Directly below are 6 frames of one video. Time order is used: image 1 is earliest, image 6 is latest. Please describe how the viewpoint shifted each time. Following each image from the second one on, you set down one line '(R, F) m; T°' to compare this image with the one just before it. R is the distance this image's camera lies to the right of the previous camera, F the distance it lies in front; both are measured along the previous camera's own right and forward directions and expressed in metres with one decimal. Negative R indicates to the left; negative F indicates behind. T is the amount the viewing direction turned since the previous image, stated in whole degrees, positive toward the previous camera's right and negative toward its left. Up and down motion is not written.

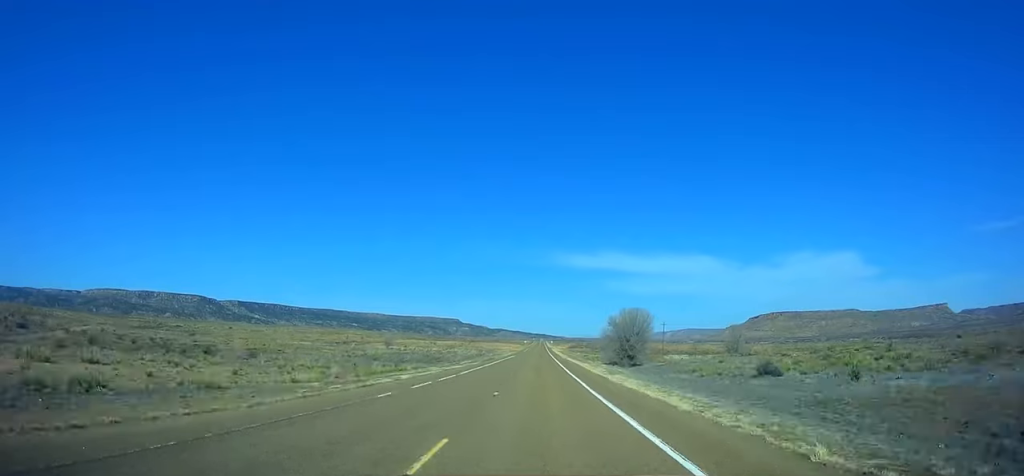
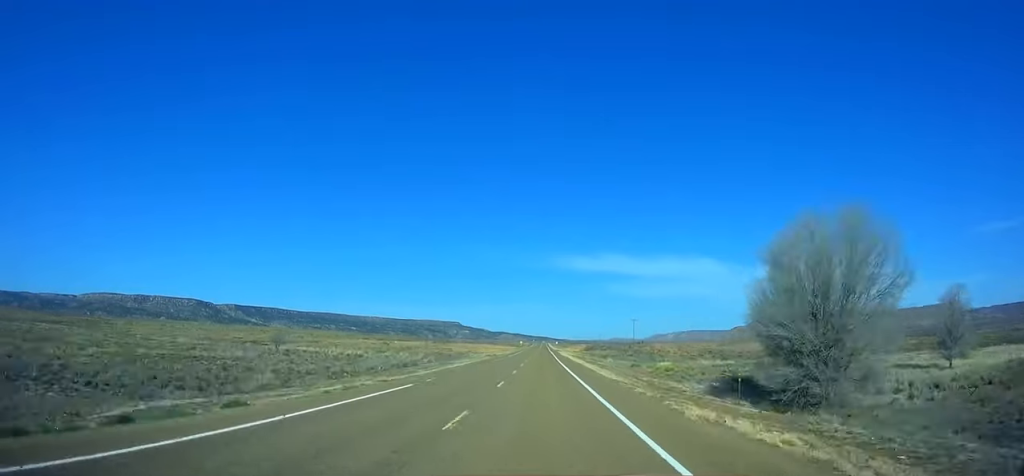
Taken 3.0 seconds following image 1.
(-0.1, +82.4) m; 0°
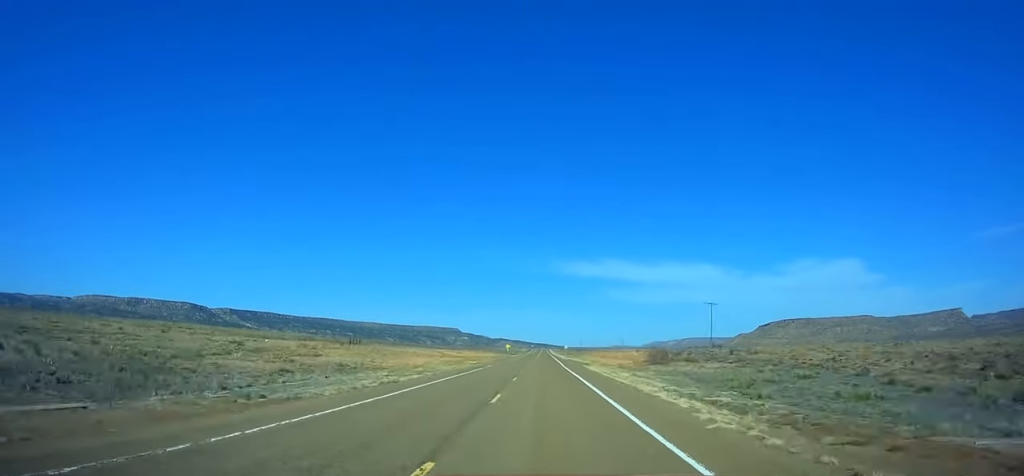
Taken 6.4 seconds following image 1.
(-0.2, +93.3) m; 0°
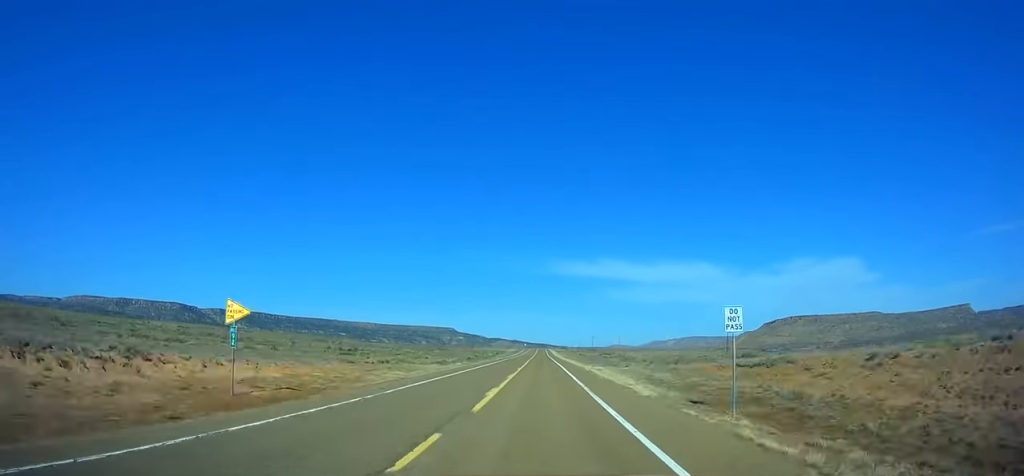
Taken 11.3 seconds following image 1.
(+0.7, +133.9) m; 0°
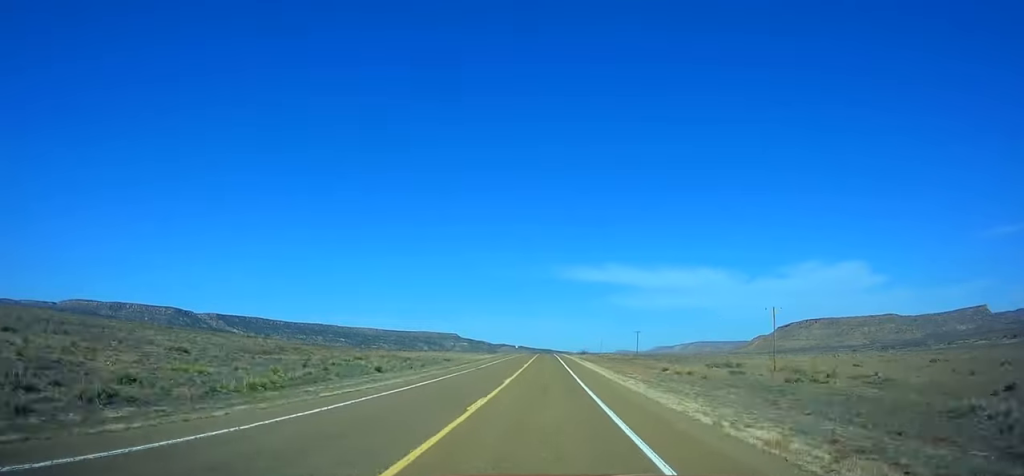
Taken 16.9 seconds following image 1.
(-0.6, +153.1) m; 0°
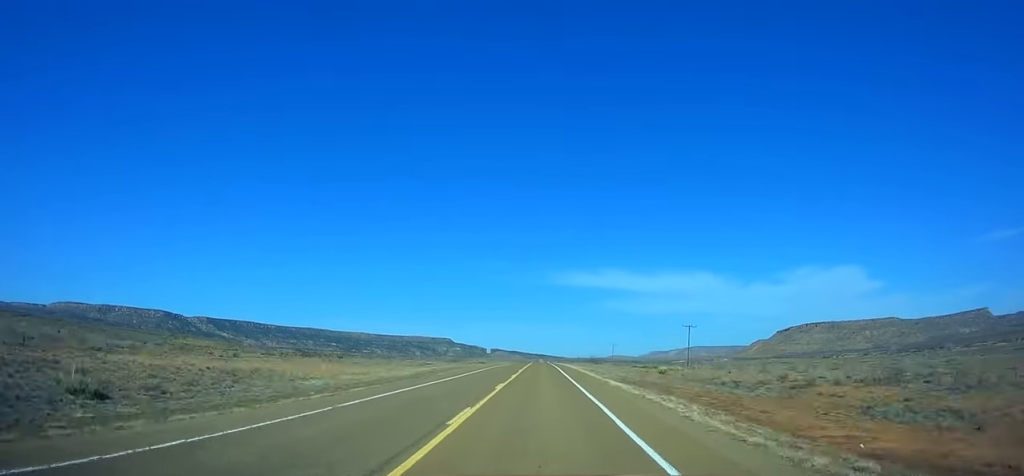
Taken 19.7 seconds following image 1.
(+0.6, +76.5) m; 0°
